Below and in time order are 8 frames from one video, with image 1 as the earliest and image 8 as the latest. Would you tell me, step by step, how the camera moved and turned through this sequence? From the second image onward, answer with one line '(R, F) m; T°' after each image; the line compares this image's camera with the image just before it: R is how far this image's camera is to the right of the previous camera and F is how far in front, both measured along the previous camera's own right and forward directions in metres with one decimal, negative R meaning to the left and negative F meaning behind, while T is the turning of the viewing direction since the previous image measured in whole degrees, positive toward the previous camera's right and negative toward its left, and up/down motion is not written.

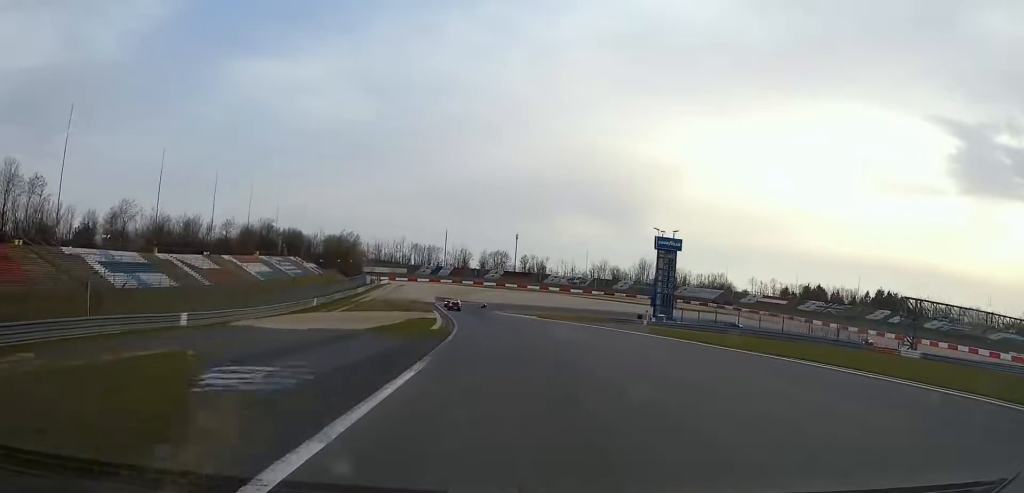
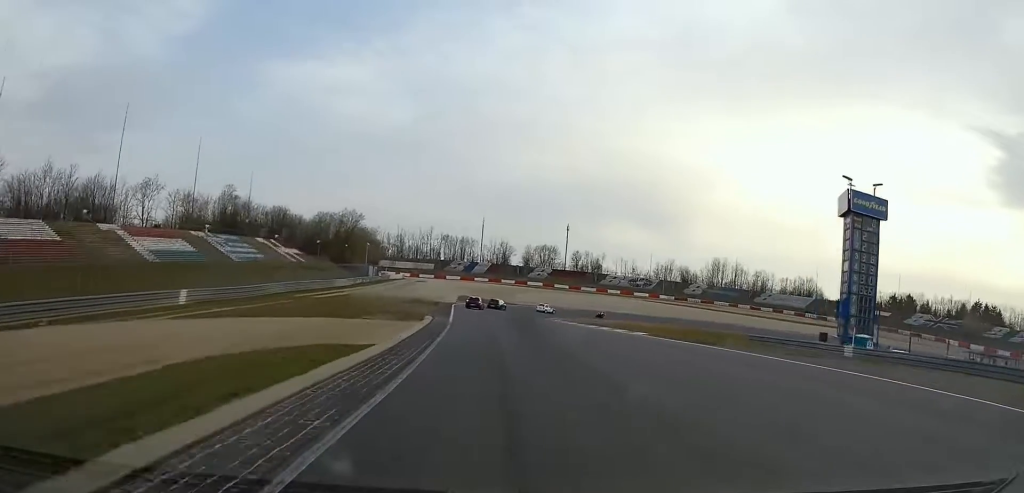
(-1.5, +48.9) m; -4°
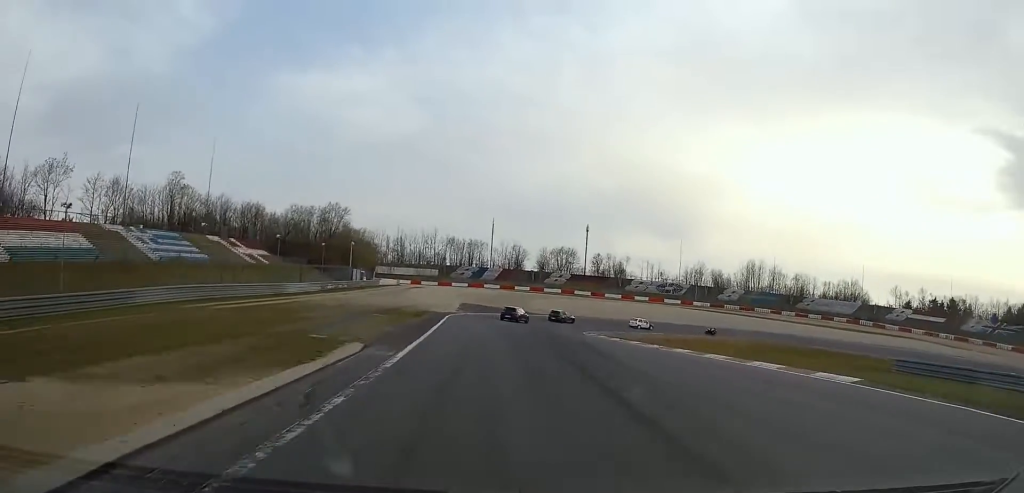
(-0.6, +24.8) m; -2°
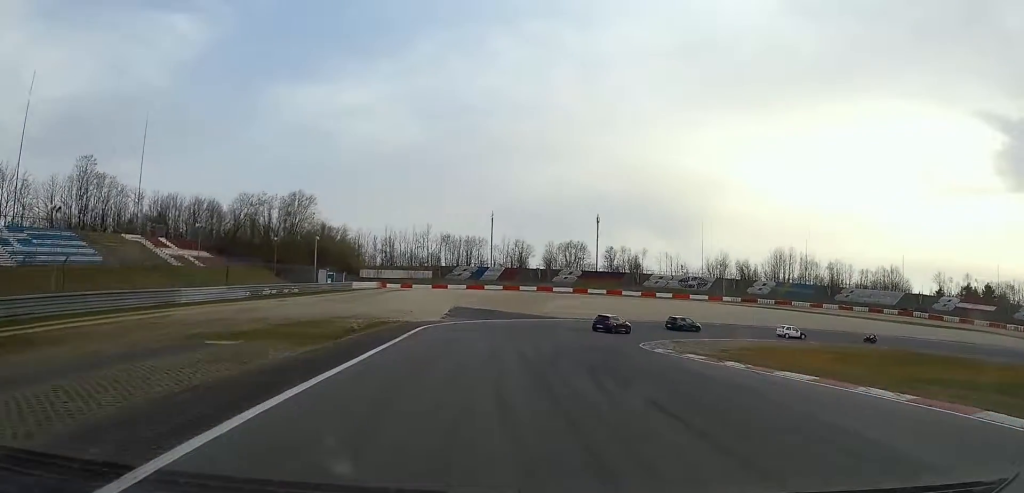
(-0.5, +22.9) m; 0°
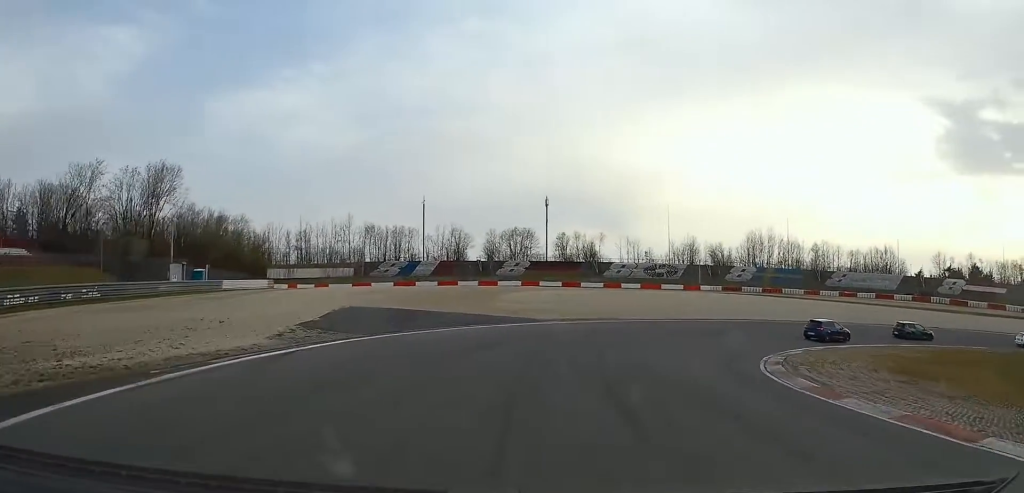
(+1.1, +27.3) m; +11°
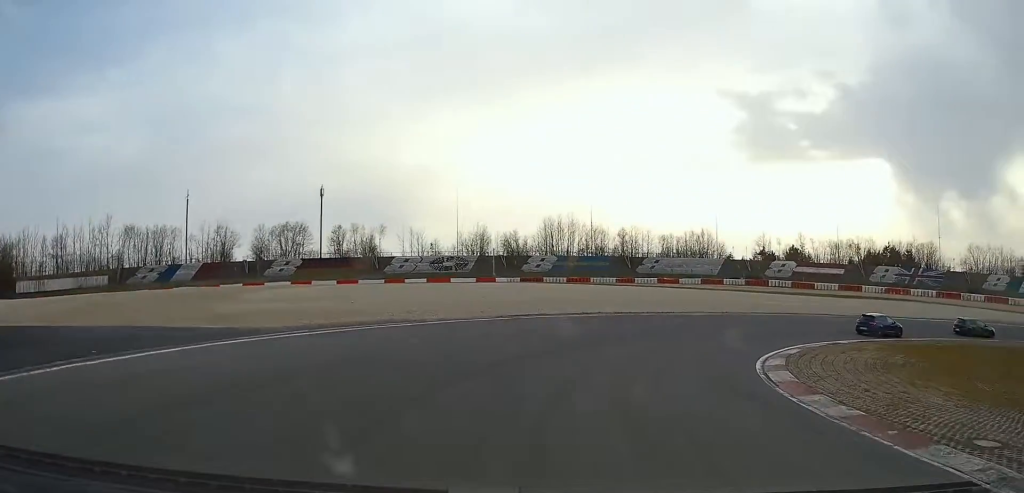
(+1.6, +17.3) m; +16°
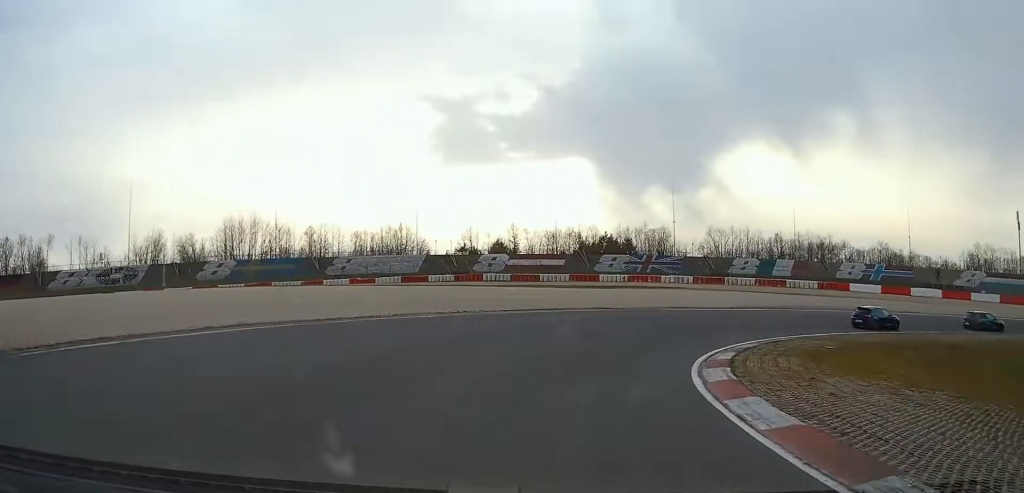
(+3.7, +18.6) m; +20°
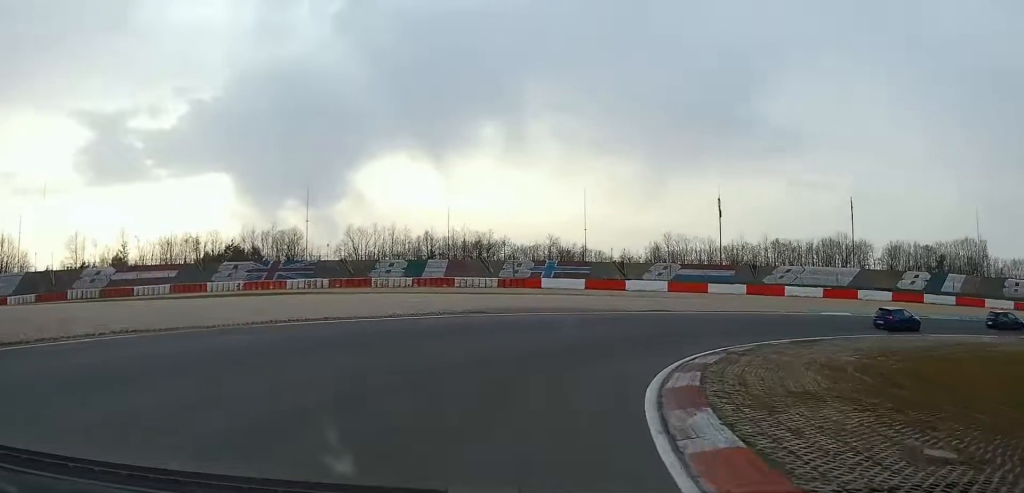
(+4.9, +21.6) m; +33°
